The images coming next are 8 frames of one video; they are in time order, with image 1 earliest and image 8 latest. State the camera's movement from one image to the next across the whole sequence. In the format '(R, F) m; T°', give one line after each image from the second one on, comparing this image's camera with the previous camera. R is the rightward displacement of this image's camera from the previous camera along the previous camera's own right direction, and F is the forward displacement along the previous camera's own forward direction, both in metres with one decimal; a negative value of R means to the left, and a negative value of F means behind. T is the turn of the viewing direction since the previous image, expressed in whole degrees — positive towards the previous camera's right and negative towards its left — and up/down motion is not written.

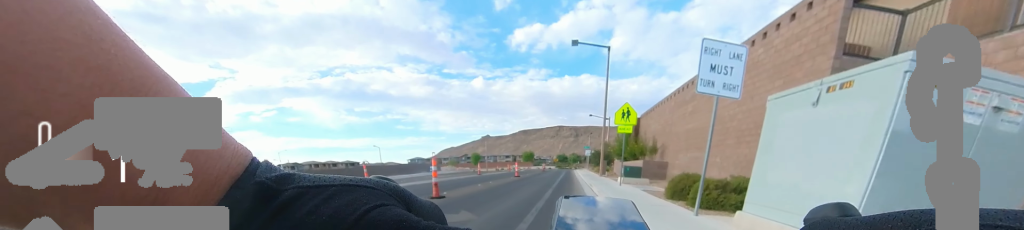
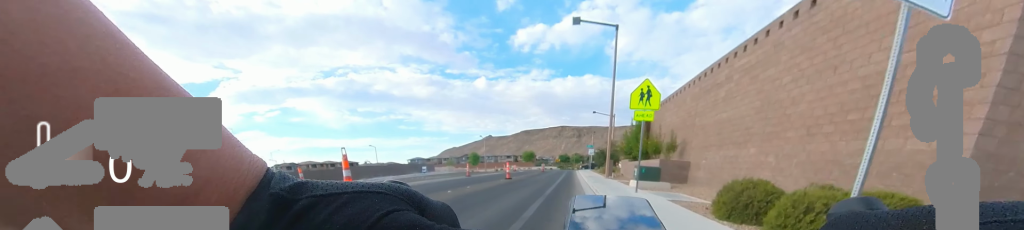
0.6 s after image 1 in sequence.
(0.0, +3.1) m; 0°
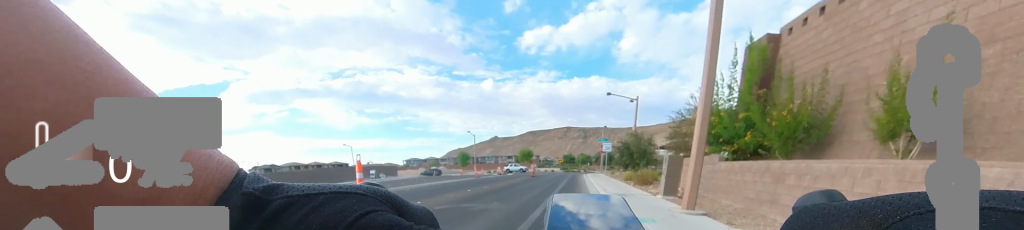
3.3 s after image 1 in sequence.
(0.0, +13.3) m; 0°
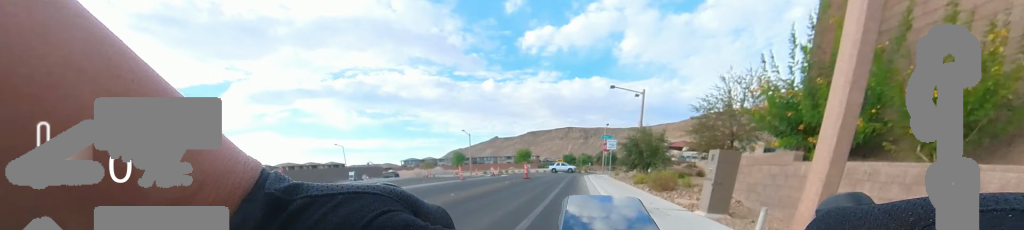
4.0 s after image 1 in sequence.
(0.0, +3.3) m; 0°
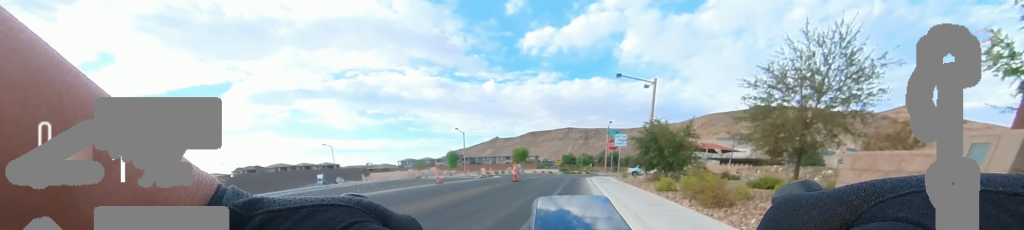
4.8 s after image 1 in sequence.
(0.0, +4.1) m; 0°
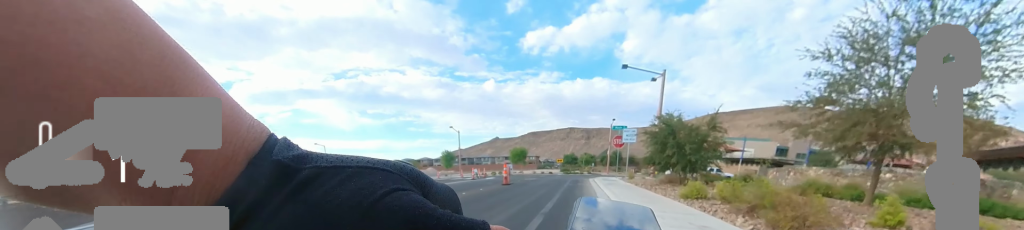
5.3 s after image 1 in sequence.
(0.0, +2.5) m; 0°
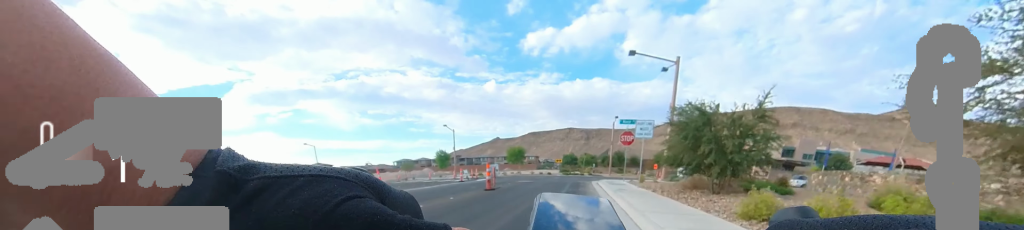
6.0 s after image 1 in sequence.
(0.0, +3.1) m; 0°
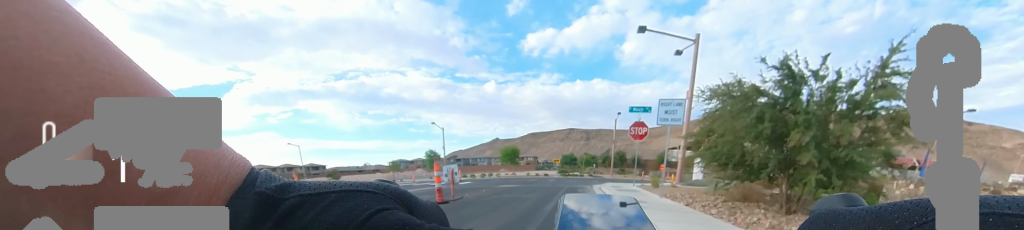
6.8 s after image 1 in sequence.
(0.0, +4.2) m; 0°
